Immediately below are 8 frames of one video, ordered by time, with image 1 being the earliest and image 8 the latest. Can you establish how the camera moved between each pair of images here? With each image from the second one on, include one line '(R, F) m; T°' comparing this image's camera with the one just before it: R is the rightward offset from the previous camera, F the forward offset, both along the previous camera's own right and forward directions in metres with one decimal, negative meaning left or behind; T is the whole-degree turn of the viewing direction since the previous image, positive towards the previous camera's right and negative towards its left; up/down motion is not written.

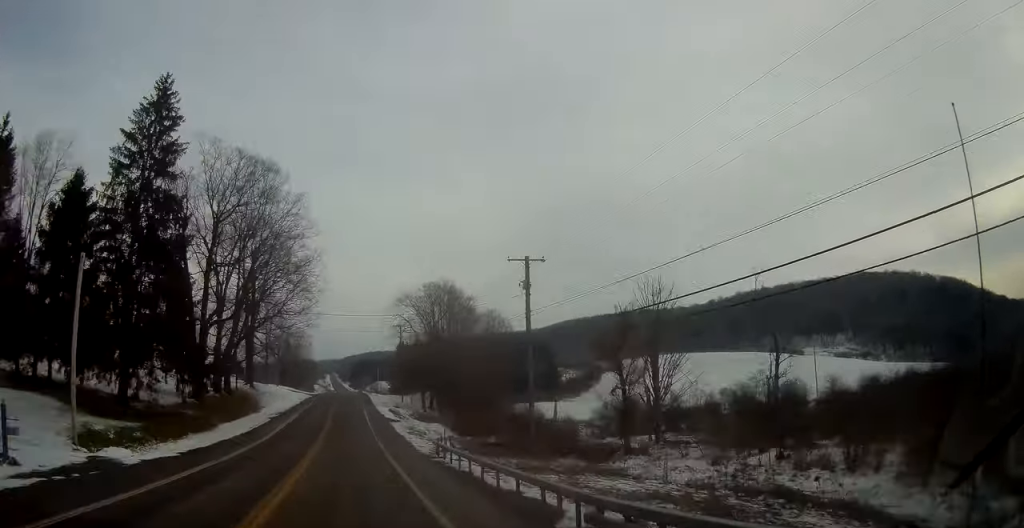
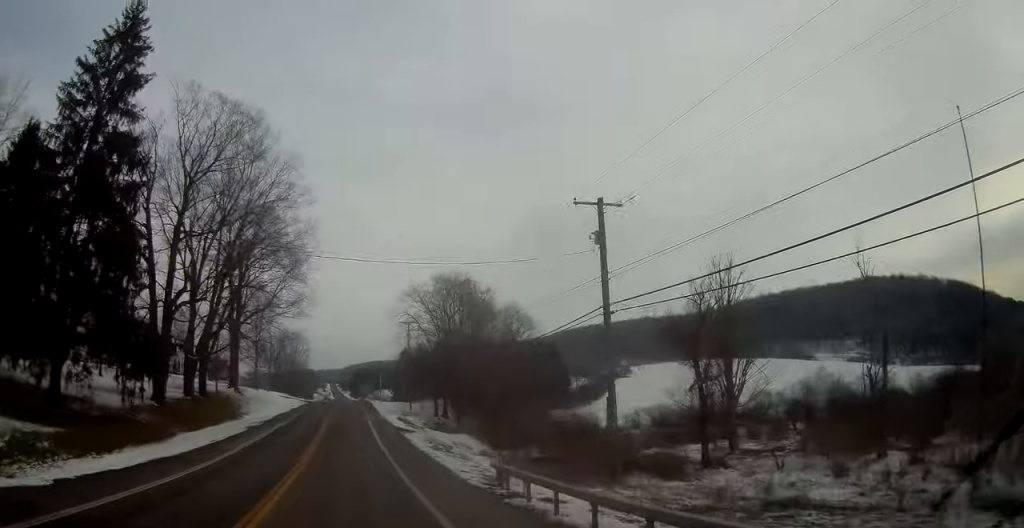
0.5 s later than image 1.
(0.0, +9.9) m; 0°
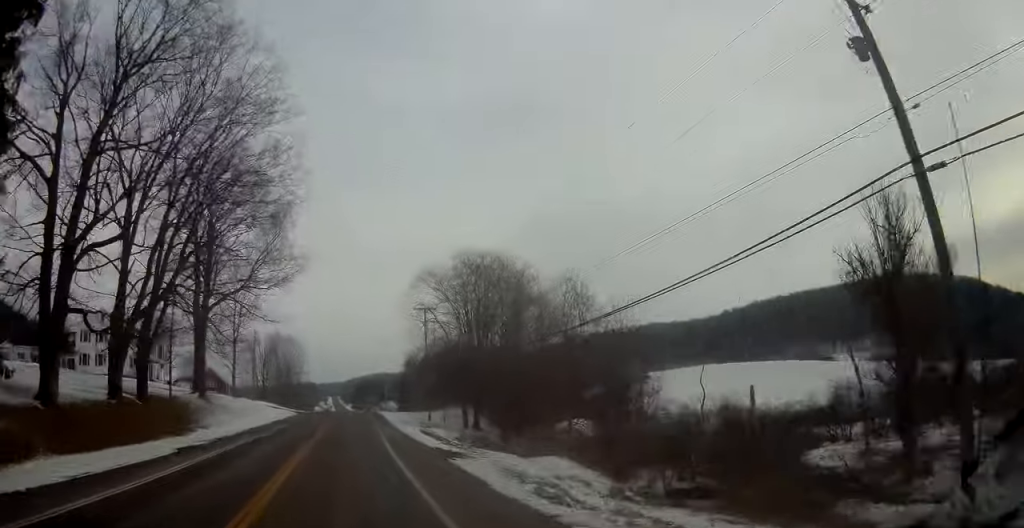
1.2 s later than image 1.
(0.0, +14.9) m; 0°
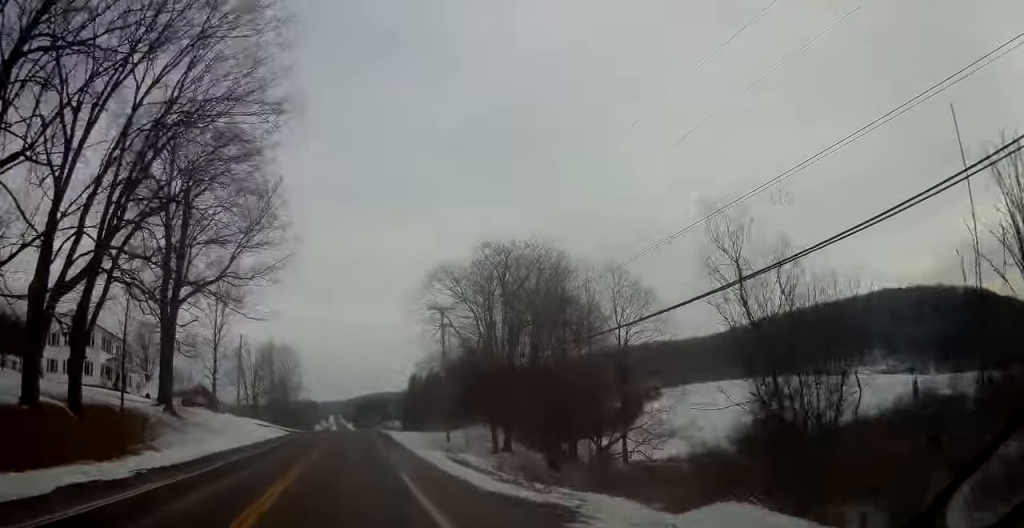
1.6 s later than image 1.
(0.0, +10.1) m; 0°
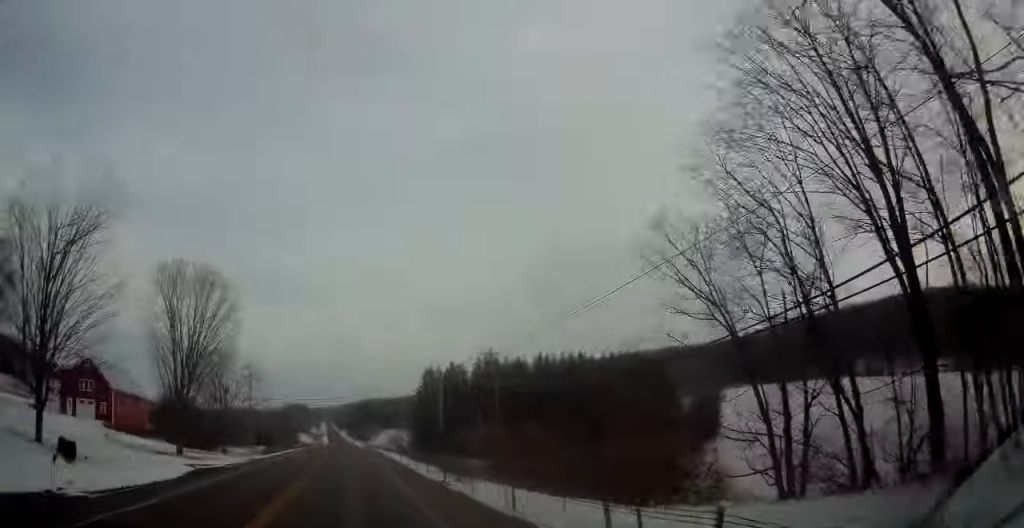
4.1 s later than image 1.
(-0.2, +65.6) m; 0°
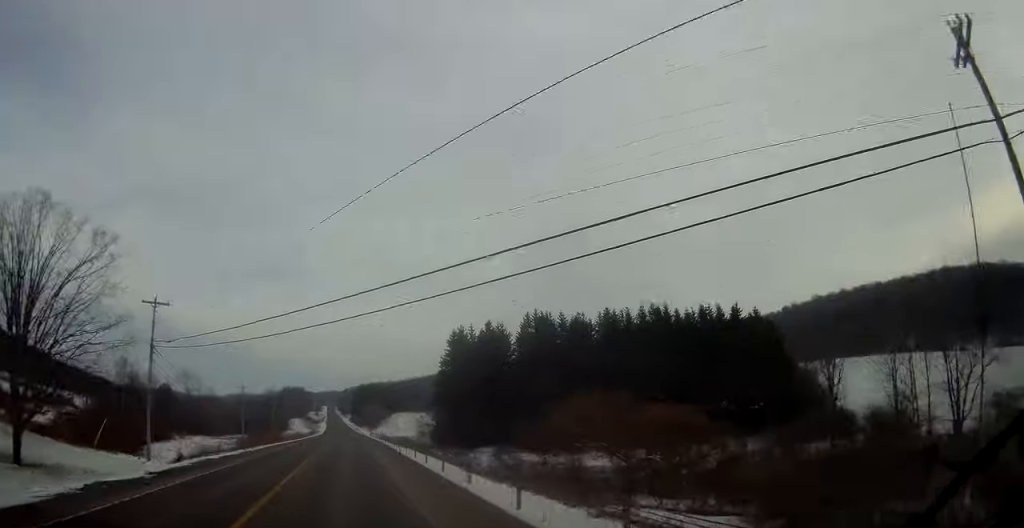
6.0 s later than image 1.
(+0.1, +48.0) m; 0°
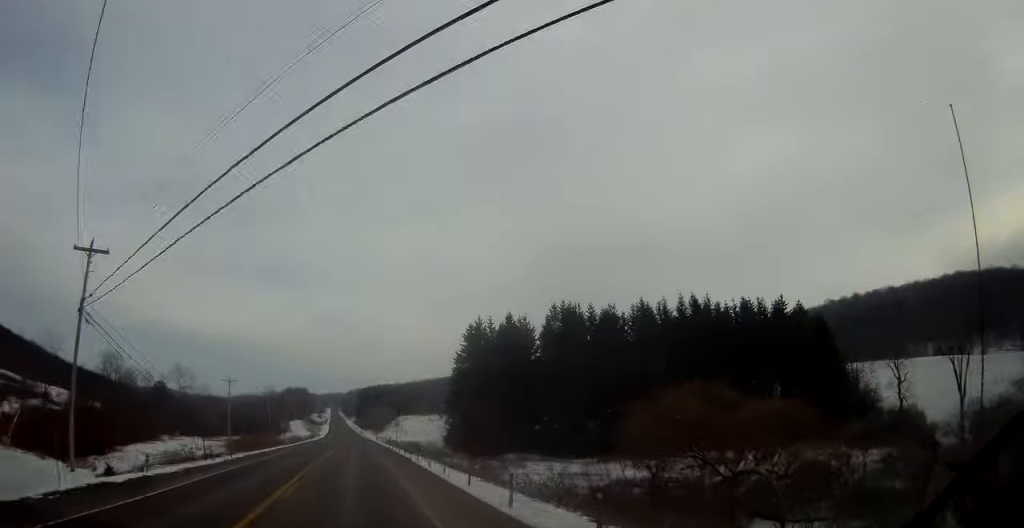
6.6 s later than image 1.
(0.0, +14.0) m; 0°
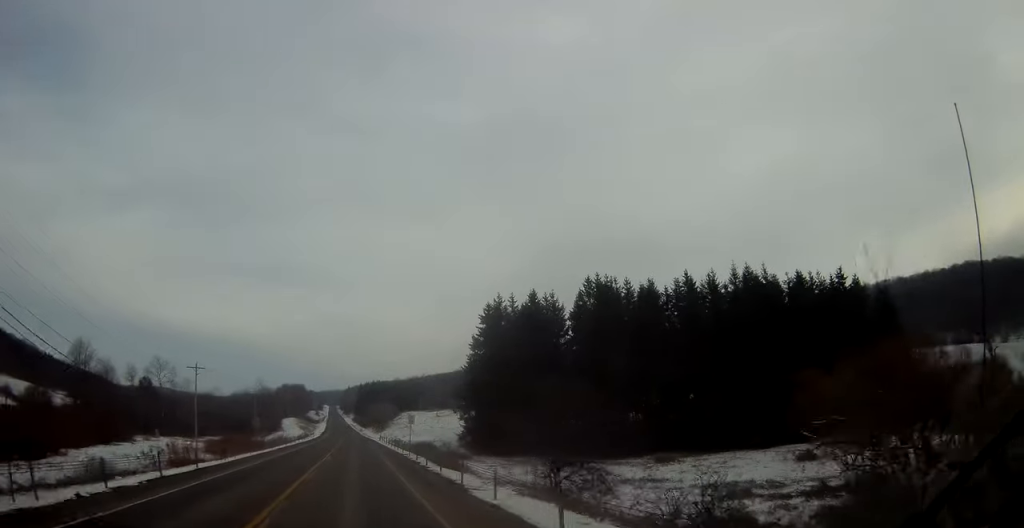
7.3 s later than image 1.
(0.0, +18.1) m; 0°
